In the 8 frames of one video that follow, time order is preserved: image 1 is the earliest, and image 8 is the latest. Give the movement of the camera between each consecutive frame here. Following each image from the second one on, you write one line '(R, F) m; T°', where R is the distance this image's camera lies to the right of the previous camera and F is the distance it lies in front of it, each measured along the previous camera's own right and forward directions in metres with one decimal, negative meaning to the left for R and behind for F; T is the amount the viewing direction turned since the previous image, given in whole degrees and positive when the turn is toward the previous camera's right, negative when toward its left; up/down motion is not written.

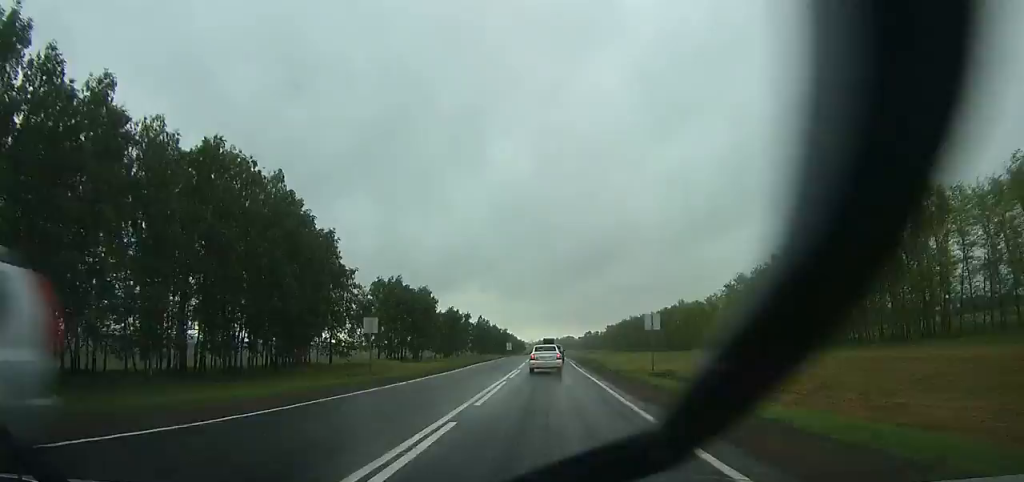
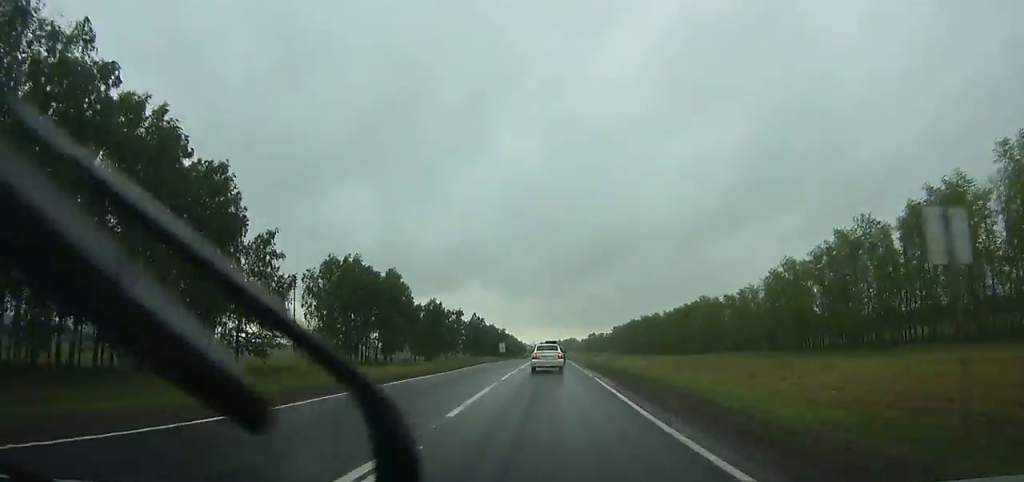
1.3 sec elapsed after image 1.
(0.0, +27.3) m; 0°
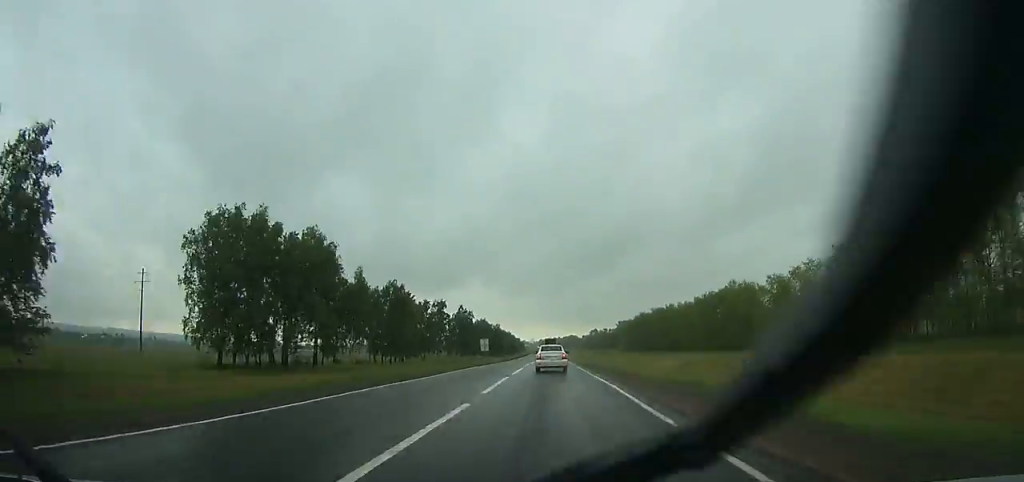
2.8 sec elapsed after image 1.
(-0.1, +31.5) m; 0°
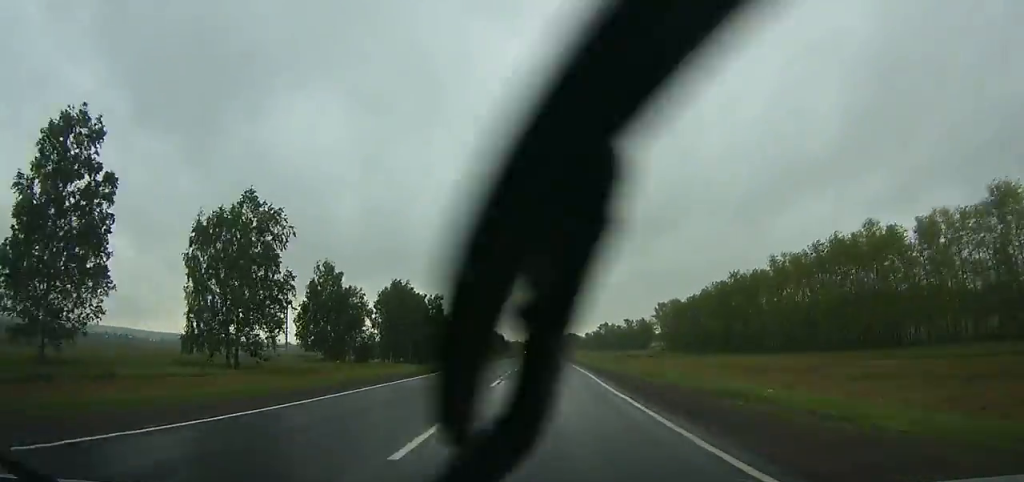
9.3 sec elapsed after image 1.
(-0.2, +130.4) m; 0°
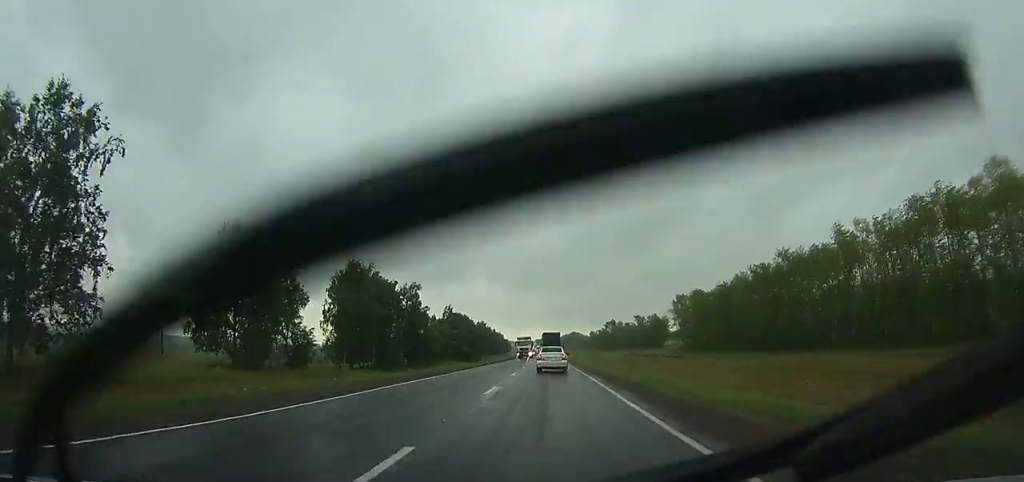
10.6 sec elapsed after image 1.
(+0.1, +24.0) m; 0°
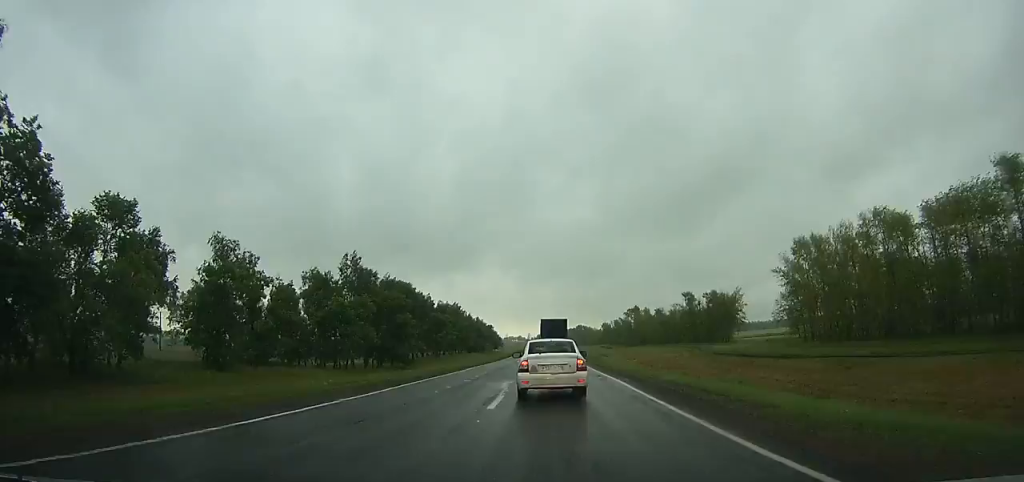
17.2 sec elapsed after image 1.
(-1.6, +88.8) m; -2°
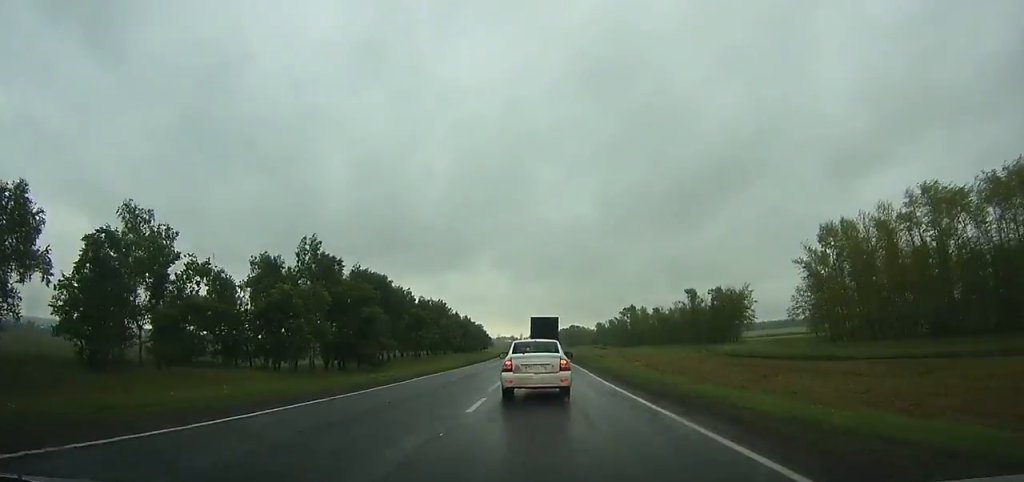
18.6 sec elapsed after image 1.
(+0.1, +12.3) m; 0°
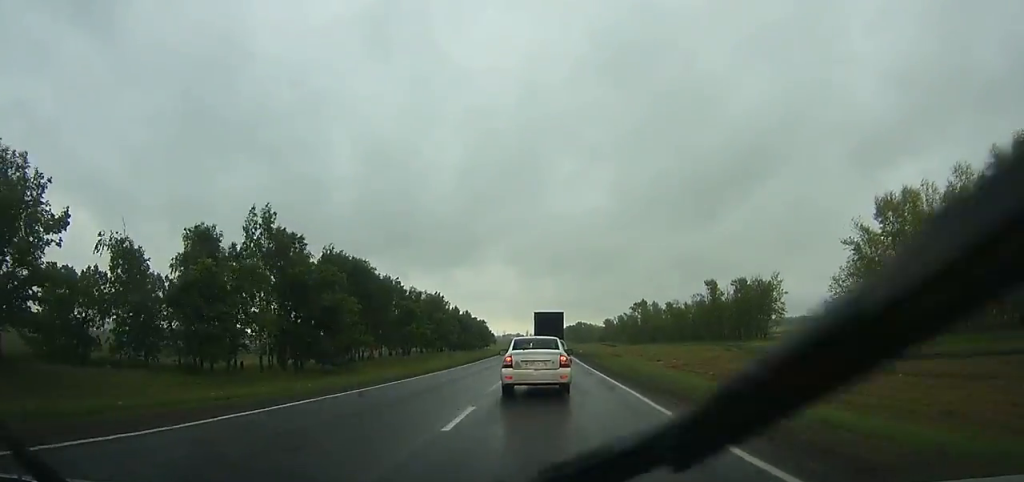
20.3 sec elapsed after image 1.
(+0.1, +13.8) m; 0°
